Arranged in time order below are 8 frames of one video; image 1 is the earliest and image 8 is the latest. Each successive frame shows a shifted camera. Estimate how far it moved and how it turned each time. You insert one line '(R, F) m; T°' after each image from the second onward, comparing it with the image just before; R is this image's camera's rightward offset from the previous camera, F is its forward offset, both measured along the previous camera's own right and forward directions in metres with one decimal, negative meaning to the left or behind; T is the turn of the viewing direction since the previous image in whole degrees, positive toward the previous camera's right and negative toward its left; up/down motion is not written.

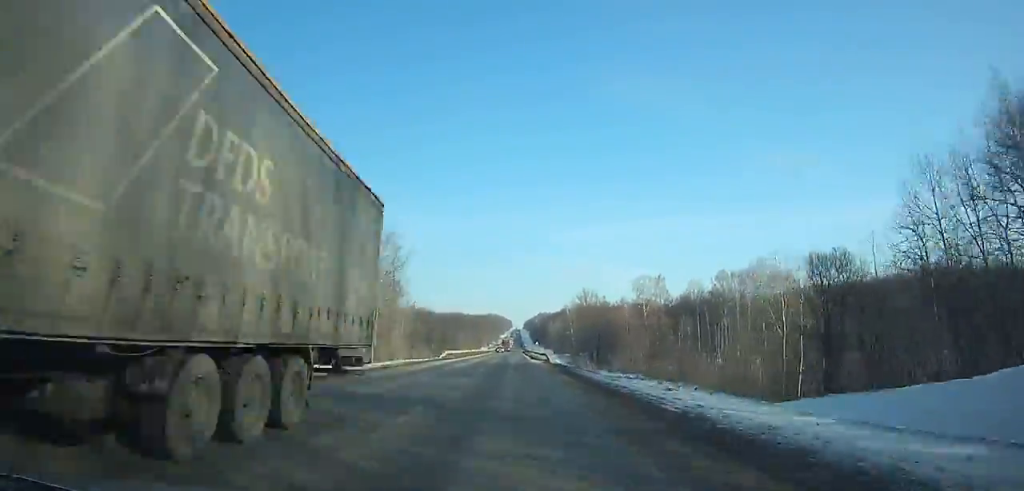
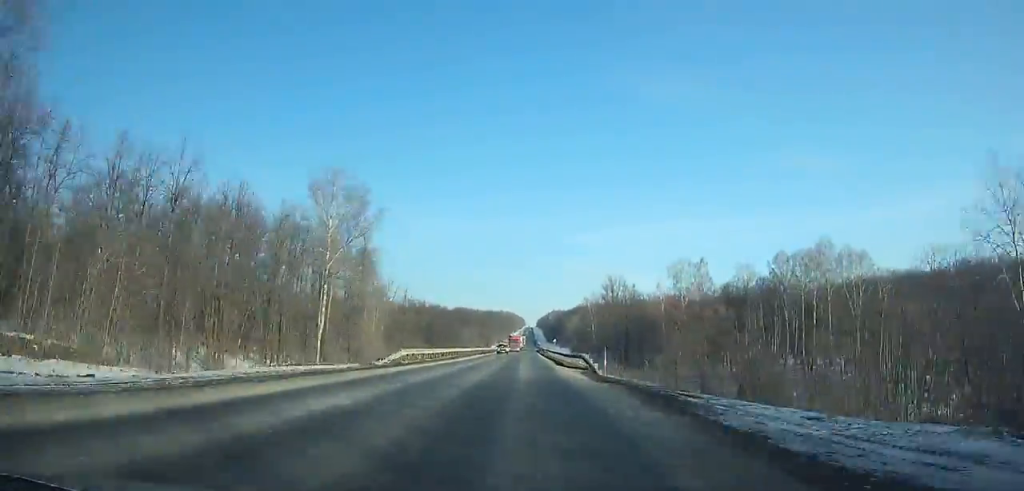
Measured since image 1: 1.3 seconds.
(-0.2, +29.3) m; 0°
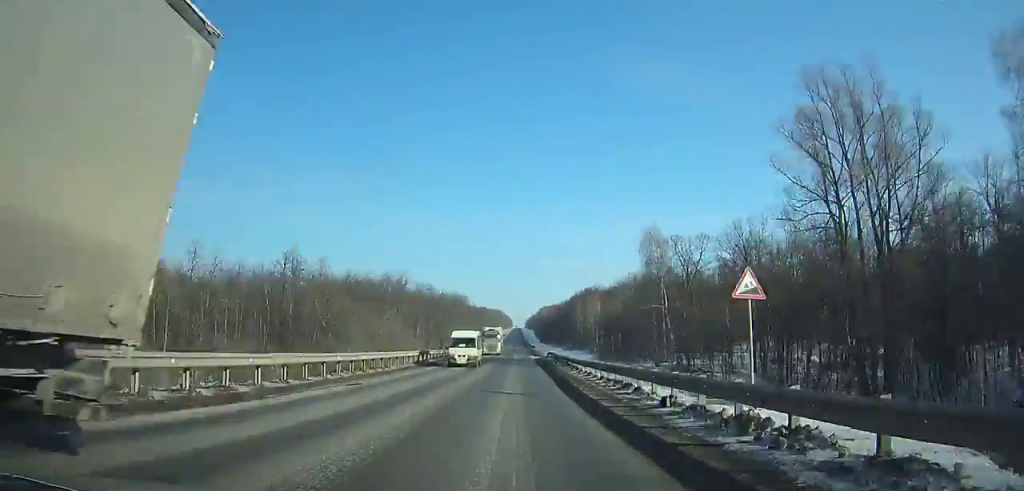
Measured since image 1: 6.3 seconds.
(+0.7, +117.7) m; 0°
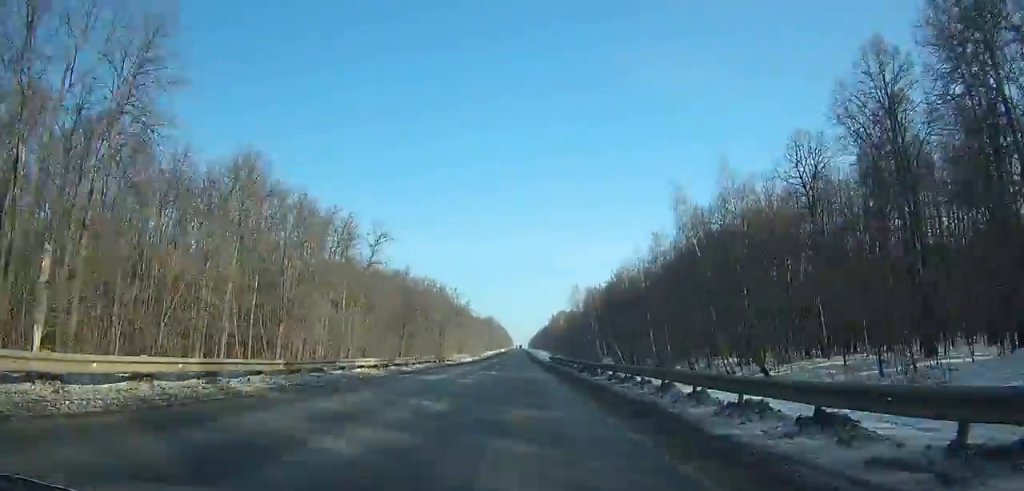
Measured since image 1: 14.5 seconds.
(-1.0, +193.9) m; -3°
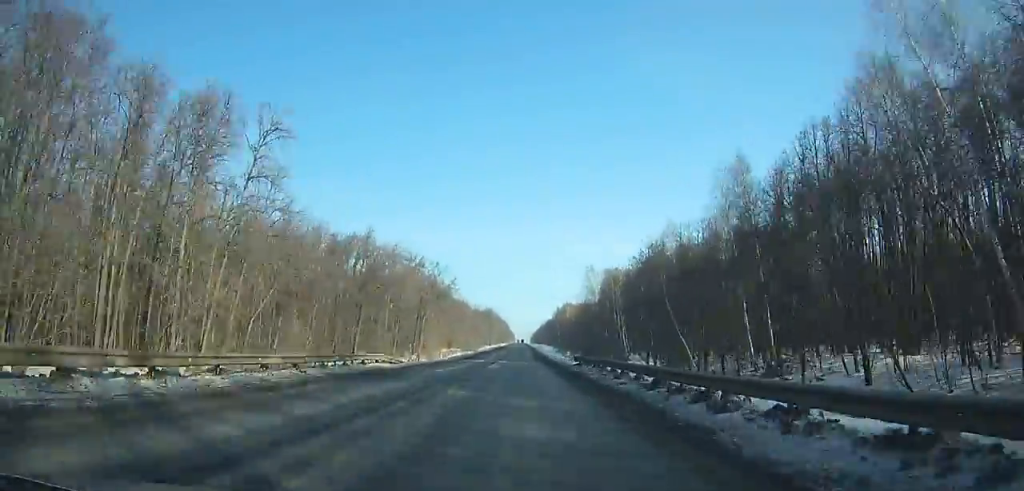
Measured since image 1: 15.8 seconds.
(+1.1, +29.9) m; -2°
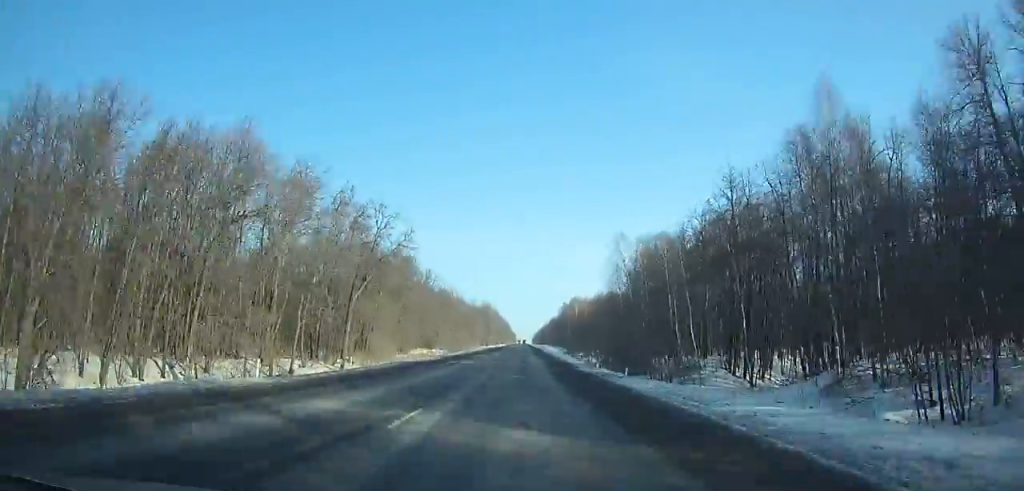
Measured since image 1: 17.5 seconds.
(-2.1, +36.2) m; +1°
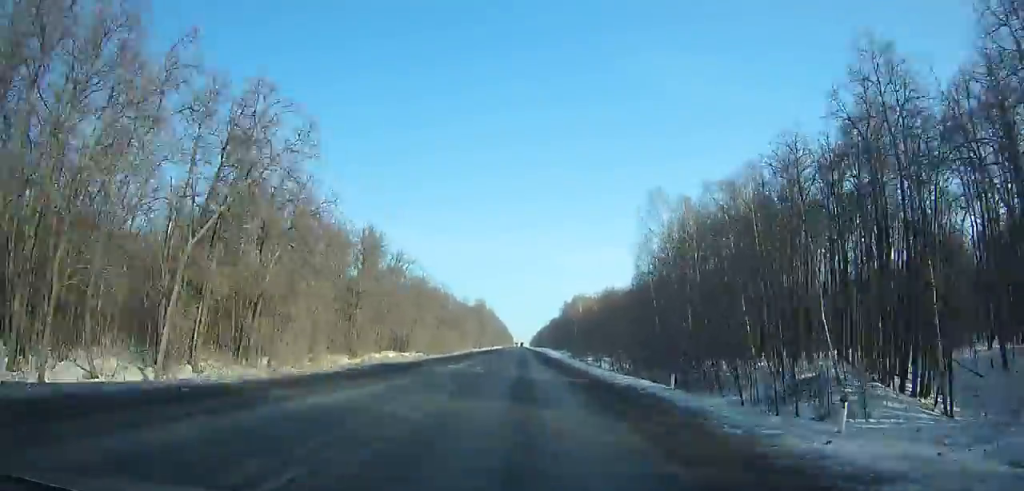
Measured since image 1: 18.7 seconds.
(-3.3, +24.8) m; +2°
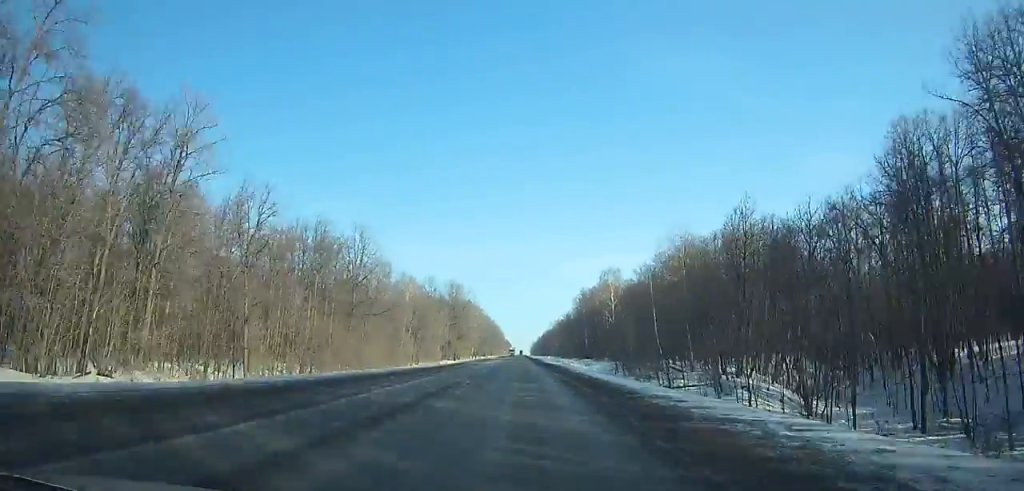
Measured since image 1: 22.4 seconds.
(+10.8, +95.4) m; +6°
